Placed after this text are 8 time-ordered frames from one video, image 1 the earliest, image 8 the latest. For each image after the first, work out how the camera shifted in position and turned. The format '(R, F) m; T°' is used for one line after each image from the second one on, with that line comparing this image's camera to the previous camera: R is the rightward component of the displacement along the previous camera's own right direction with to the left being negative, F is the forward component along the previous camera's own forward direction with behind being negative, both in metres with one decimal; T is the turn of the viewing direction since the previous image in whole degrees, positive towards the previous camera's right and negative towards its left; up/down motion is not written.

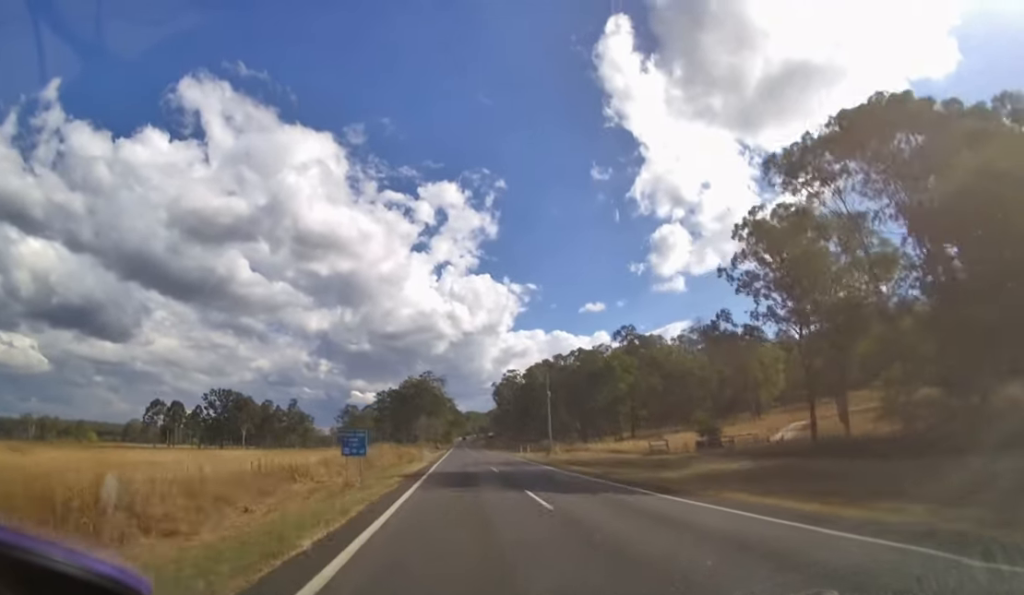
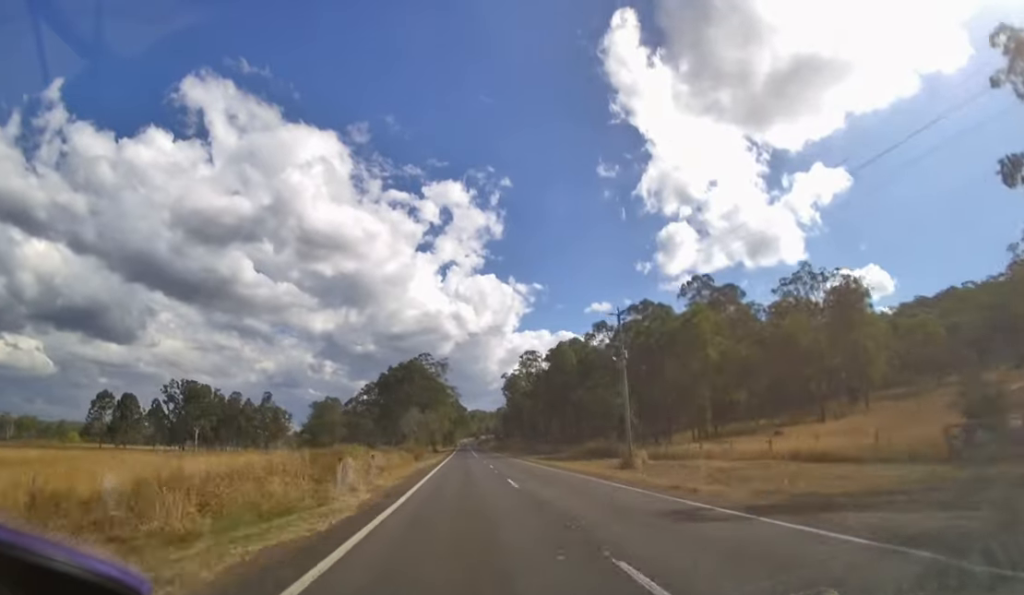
(0.0, +26.8) m; 0°
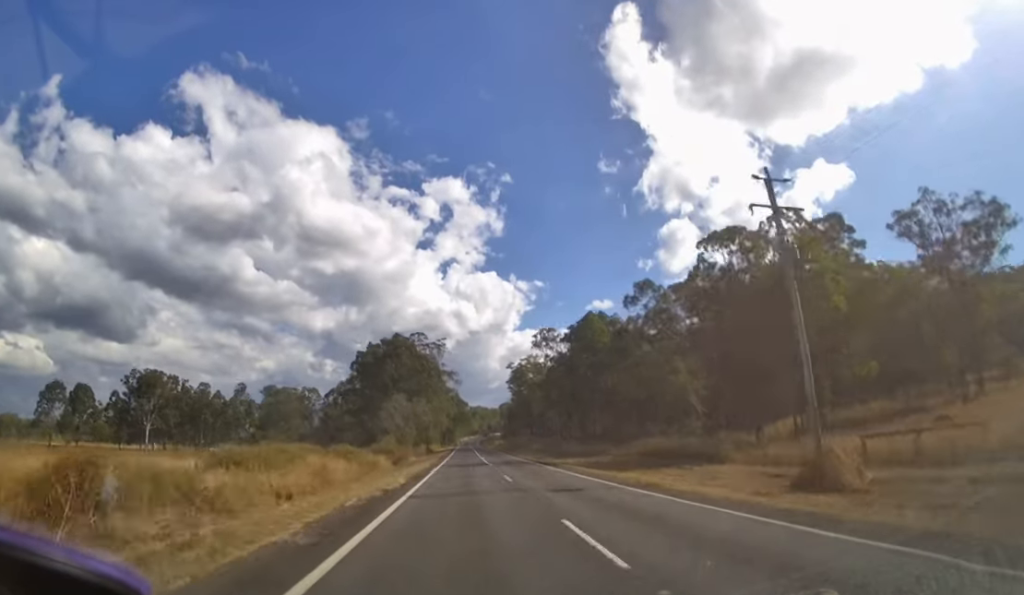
(0.0, +20.1) m; 0°
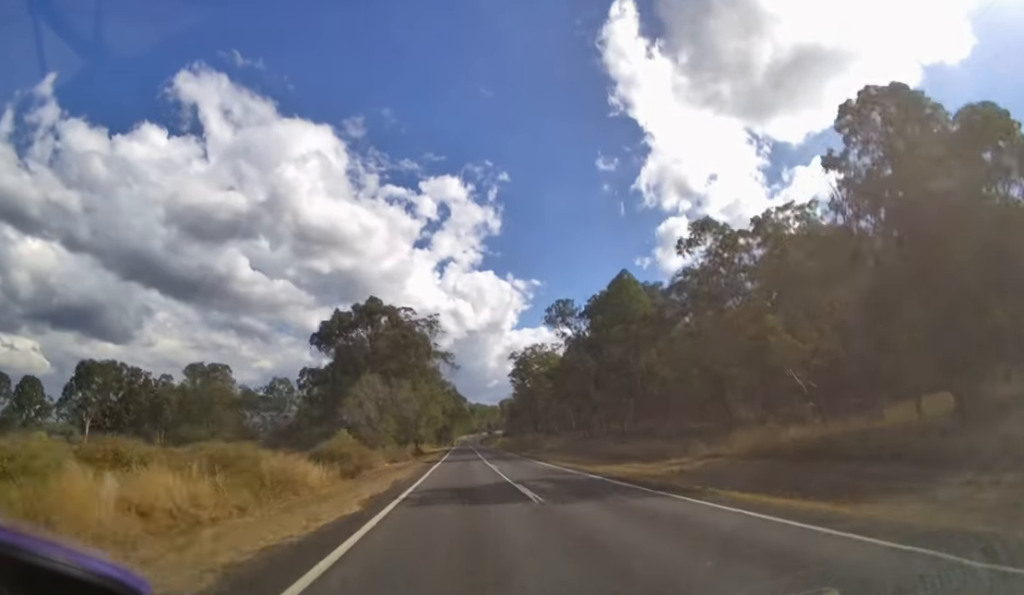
(0.0, +16.9) m; 0°
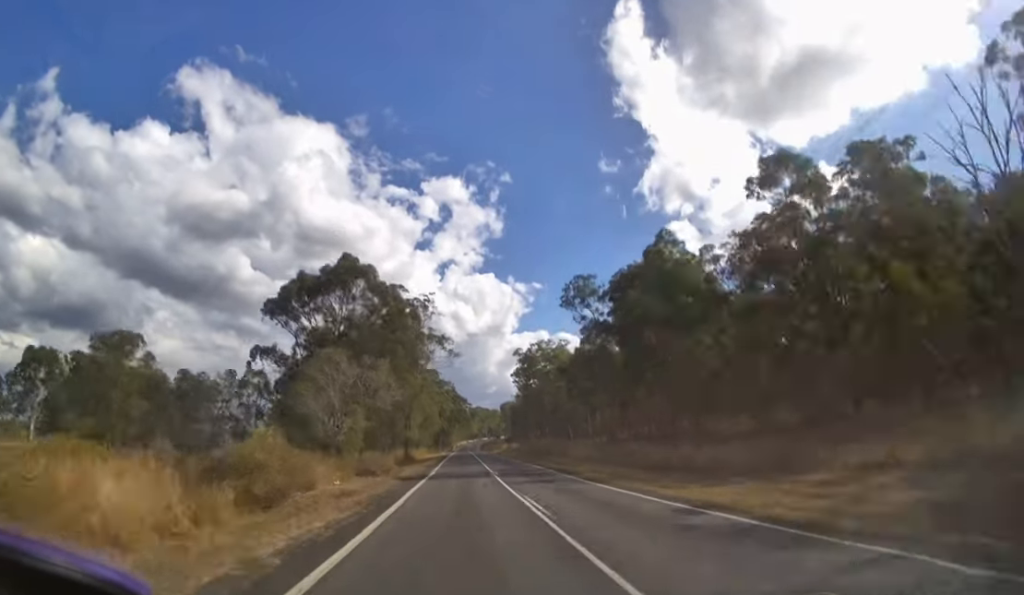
(0.0, +12.3) m; 0°
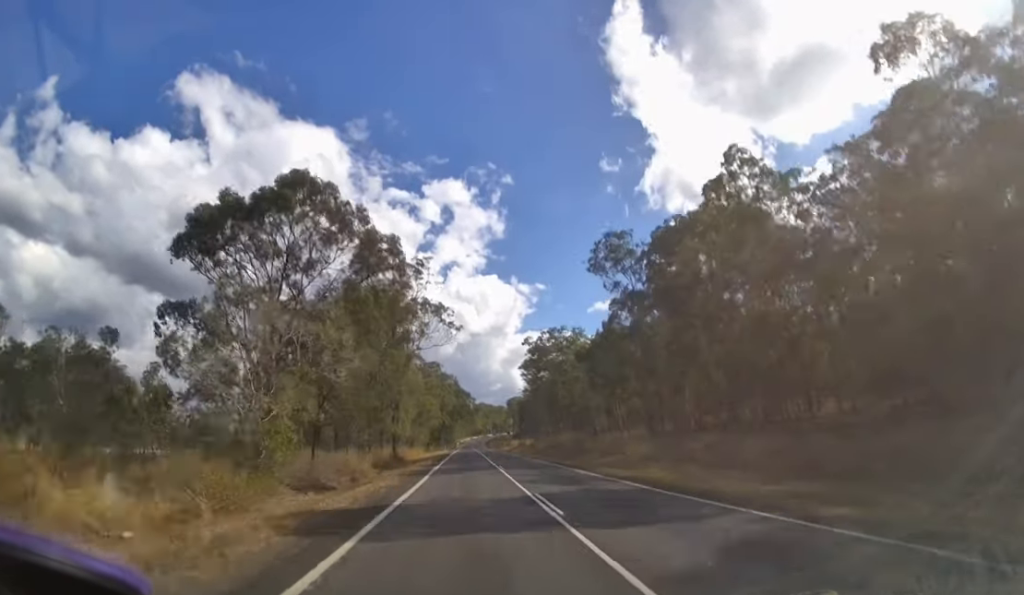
(0.0, +14.5) m; 0°
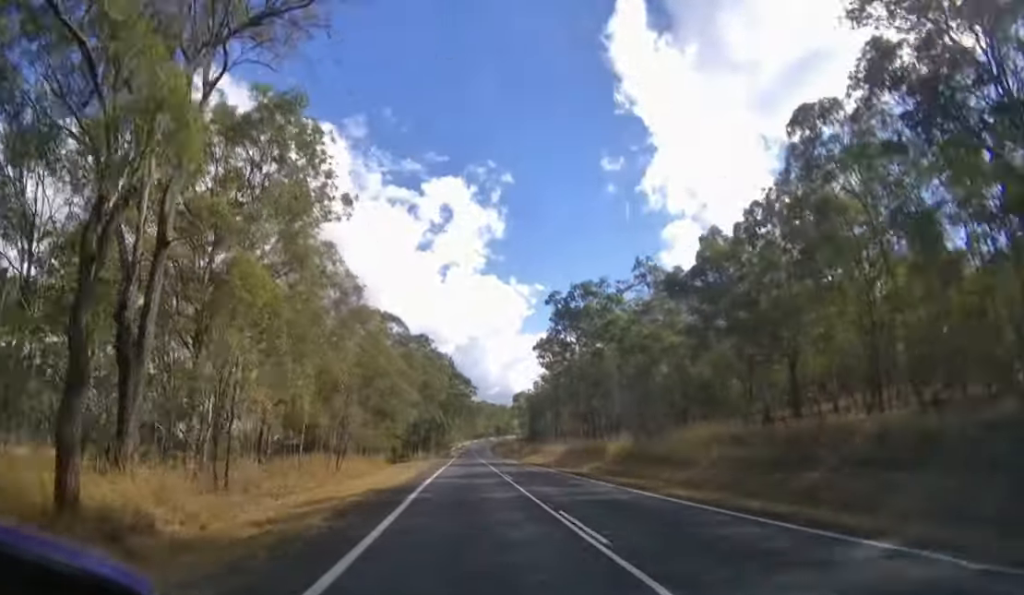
(0.0, +42.4) m; 0°
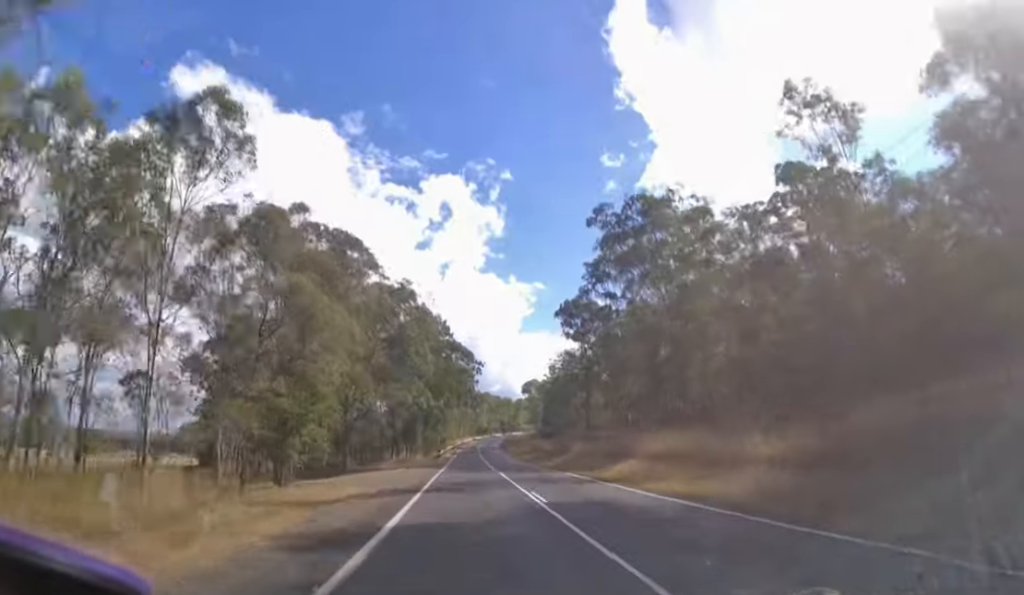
(+0.1, +38.2) m; 0°
